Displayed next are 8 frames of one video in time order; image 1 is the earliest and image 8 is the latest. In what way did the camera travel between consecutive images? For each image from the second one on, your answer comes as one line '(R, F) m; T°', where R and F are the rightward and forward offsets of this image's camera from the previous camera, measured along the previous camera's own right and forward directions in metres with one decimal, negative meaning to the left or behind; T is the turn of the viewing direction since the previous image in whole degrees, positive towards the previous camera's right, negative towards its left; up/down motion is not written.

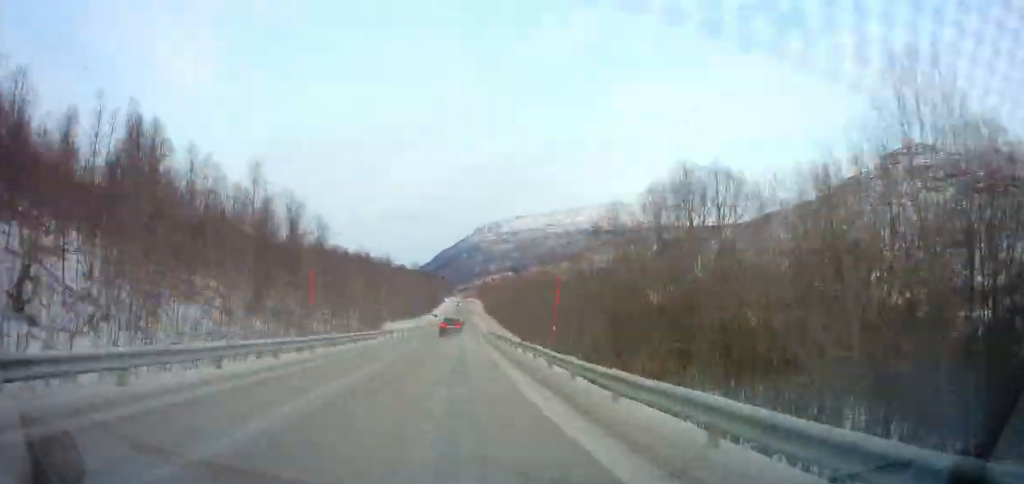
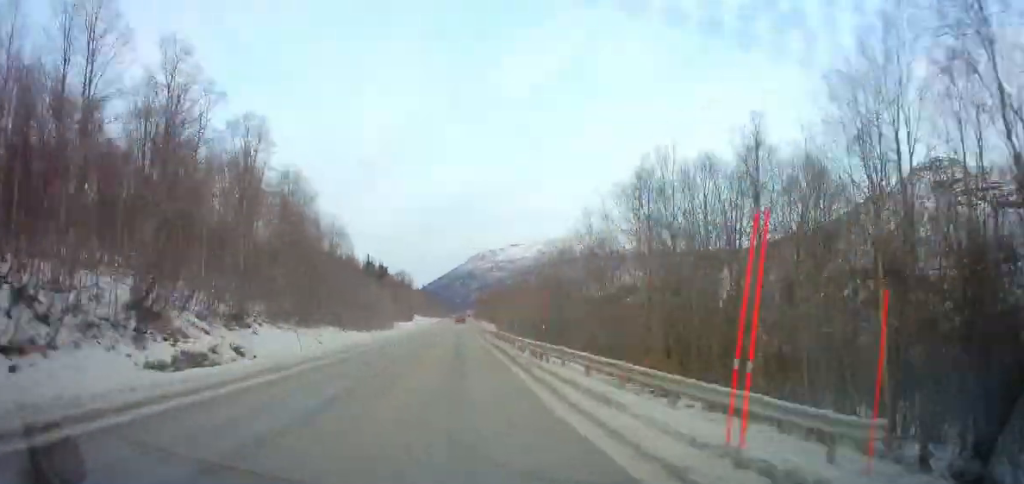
(+2.1, +136.3) m; +1°
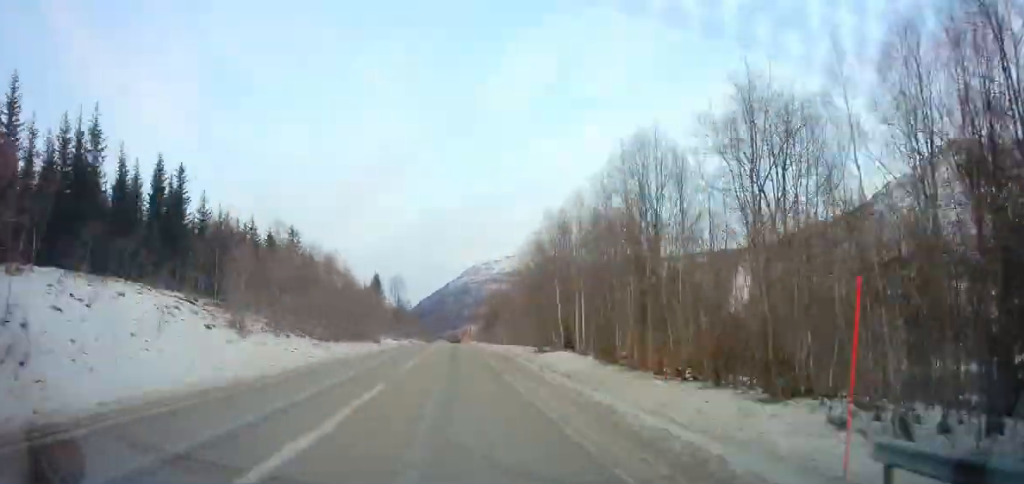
(+0.8, +104.7) m; 0°
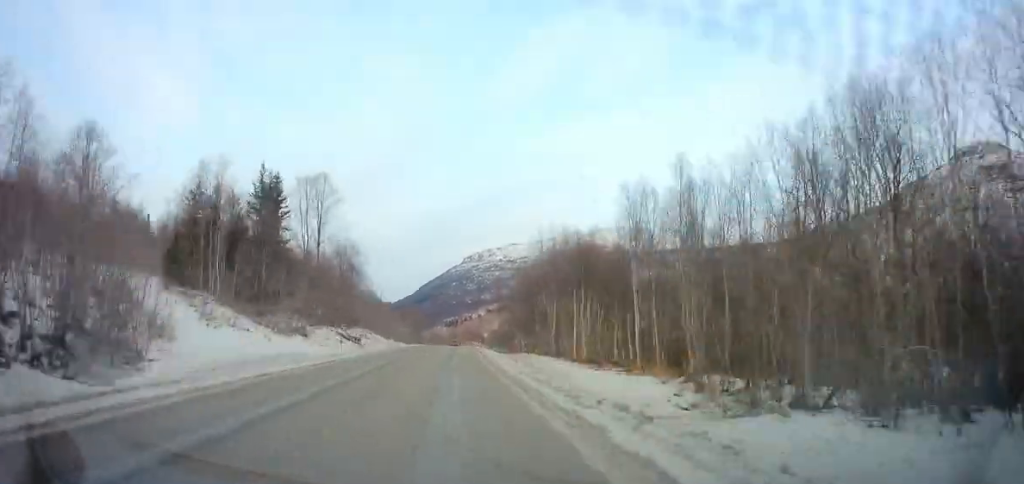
(+0.3, +55.1) m; -1°
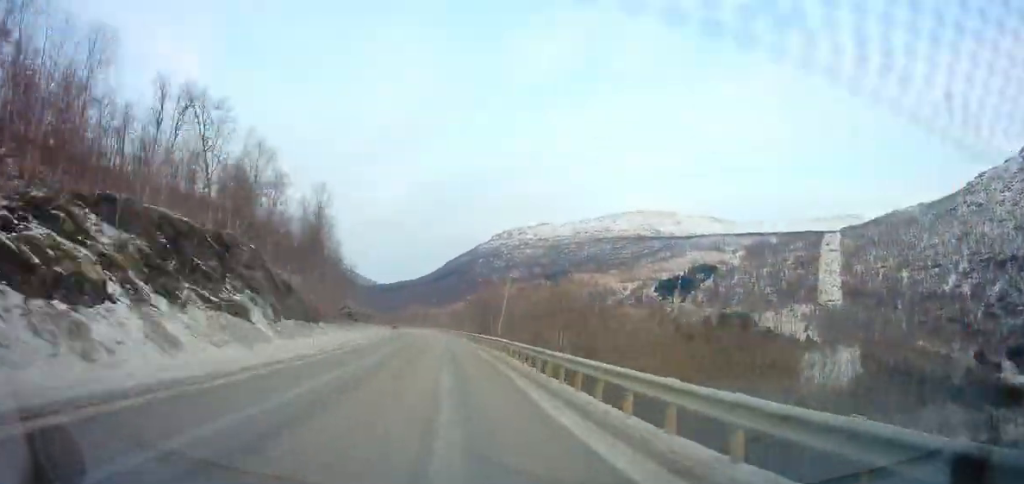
(-2.1, +181.9) m; -4°
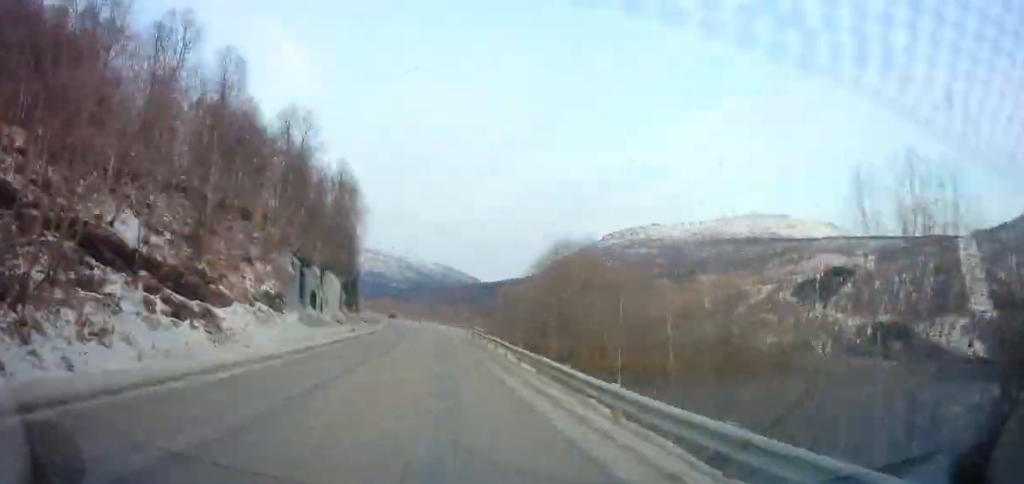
(-3.8, +185.5) m; -6°
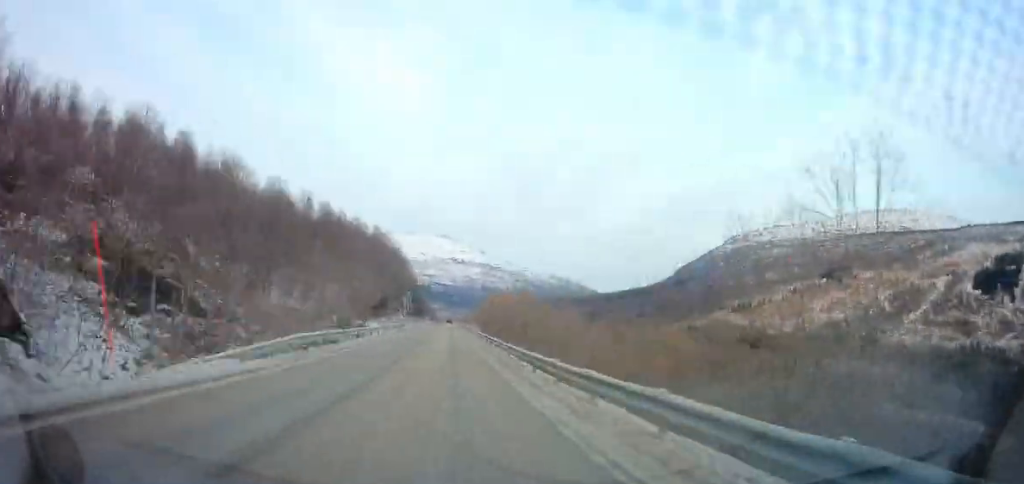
(-22.8, +273.7) m; -8°
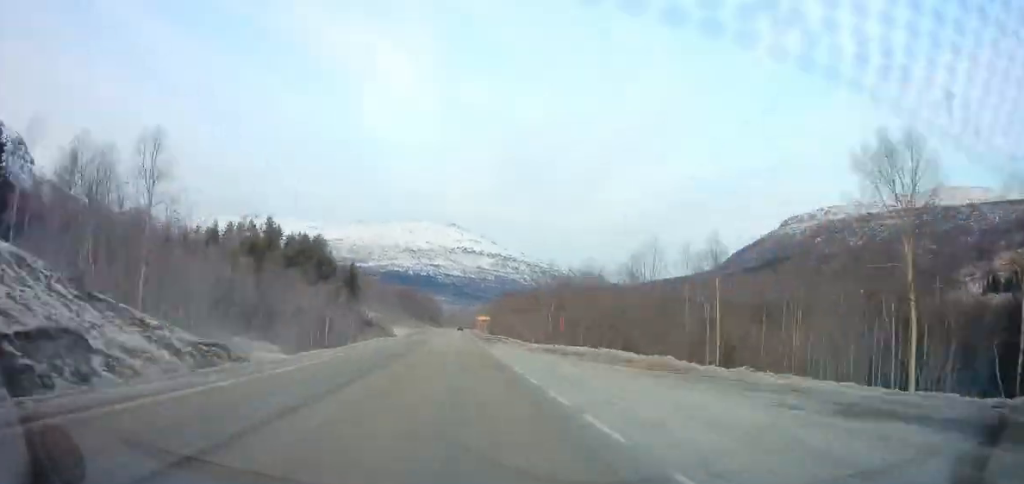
(-47.4, +616.3) m; -3°
